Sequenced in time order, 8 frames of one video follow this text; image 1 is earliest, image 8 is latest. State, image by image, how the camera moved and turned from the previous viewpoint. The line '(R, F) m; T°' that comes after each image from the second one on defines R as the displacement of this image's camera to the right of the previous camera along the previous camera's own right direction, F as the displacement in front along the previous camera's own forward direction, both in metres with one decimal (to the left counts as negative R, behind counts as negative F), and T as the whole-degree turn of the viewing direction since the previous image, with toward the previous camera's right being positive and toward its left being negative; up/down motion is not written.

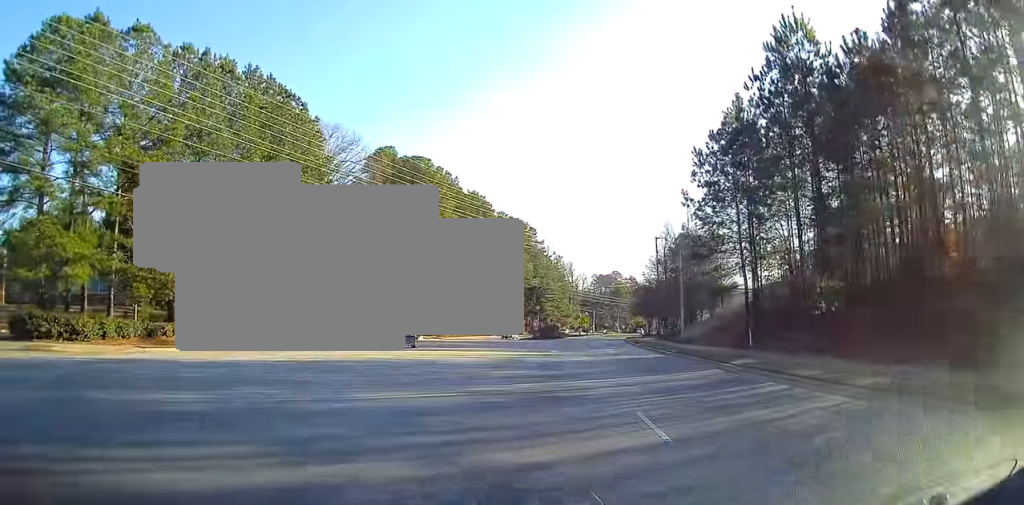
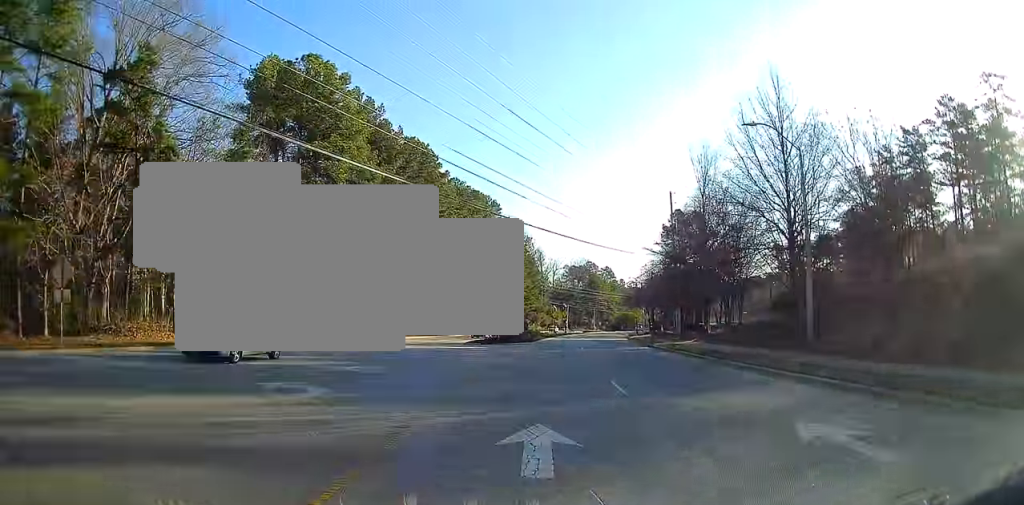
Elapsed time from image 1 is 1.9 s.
(+0.7, +31.9) m; +4°
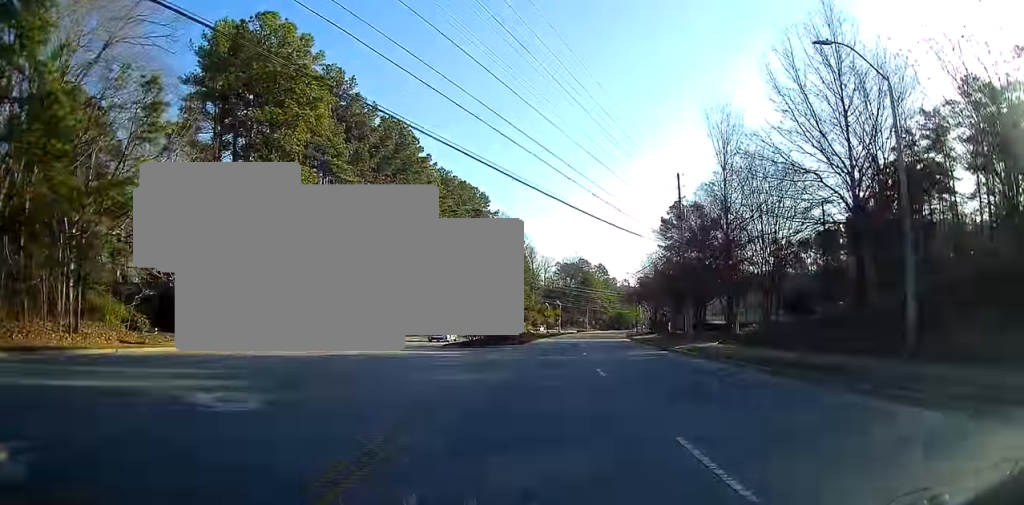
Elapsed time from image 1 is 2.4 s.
(+0.1, +8.1) m; +1°
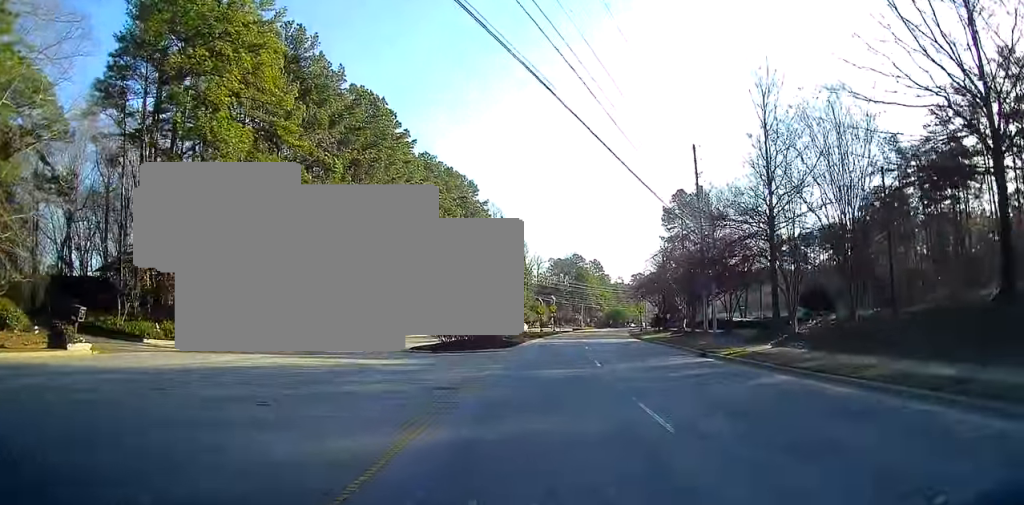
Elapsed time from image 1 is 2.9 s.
(0.0, +9.3) m; +1°
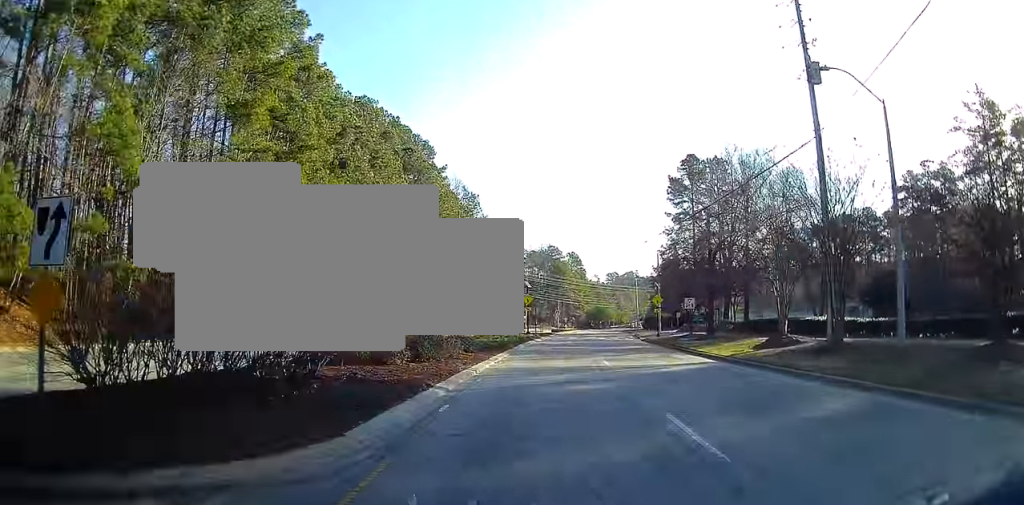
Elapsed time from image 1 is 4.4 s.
(+0.9, +26.5) m; +5°
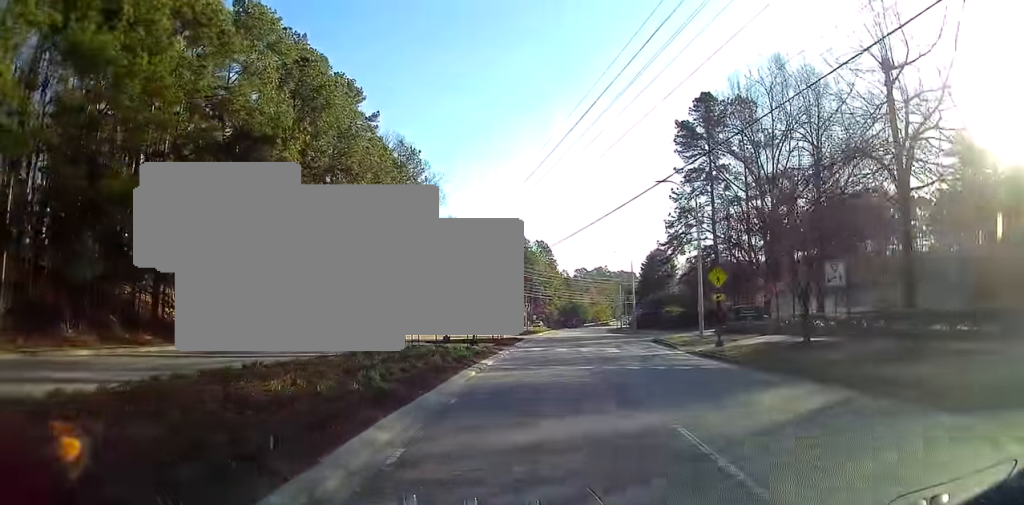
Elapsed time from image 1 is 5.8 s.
(+1.6, +25.7) m; +6°
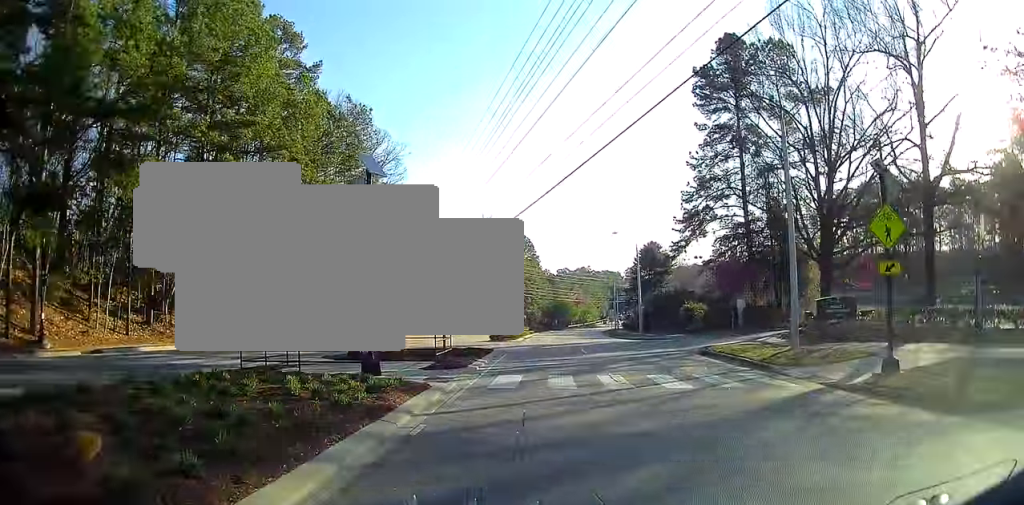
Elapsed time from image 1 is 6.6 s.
(+0.3, +15.6) m; +1°
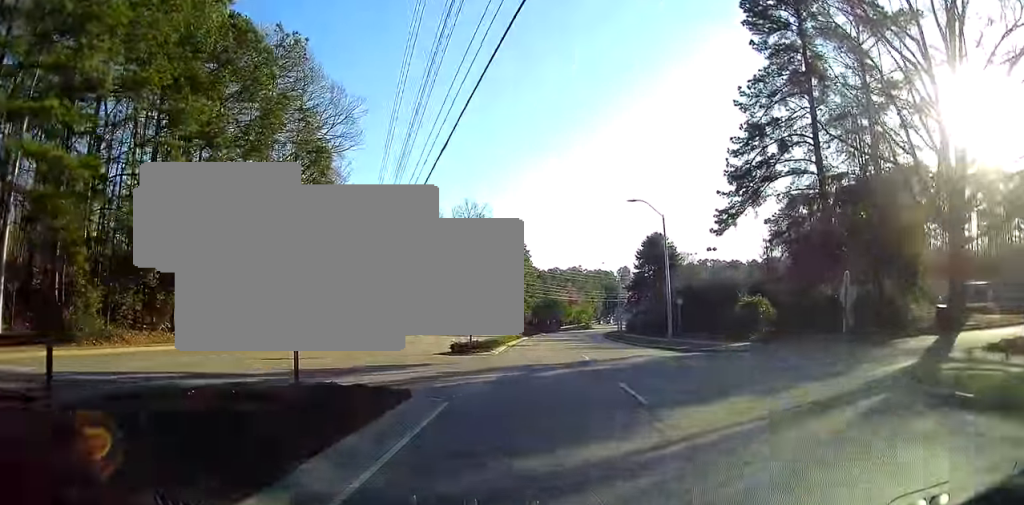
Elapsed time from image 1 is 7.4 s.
(+0.1, +16.0) m; 0°
